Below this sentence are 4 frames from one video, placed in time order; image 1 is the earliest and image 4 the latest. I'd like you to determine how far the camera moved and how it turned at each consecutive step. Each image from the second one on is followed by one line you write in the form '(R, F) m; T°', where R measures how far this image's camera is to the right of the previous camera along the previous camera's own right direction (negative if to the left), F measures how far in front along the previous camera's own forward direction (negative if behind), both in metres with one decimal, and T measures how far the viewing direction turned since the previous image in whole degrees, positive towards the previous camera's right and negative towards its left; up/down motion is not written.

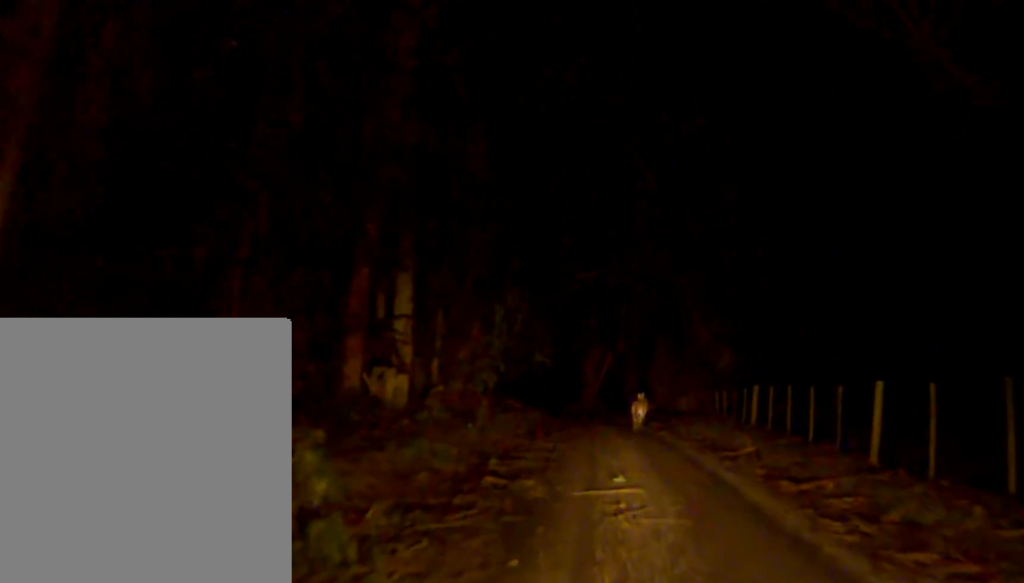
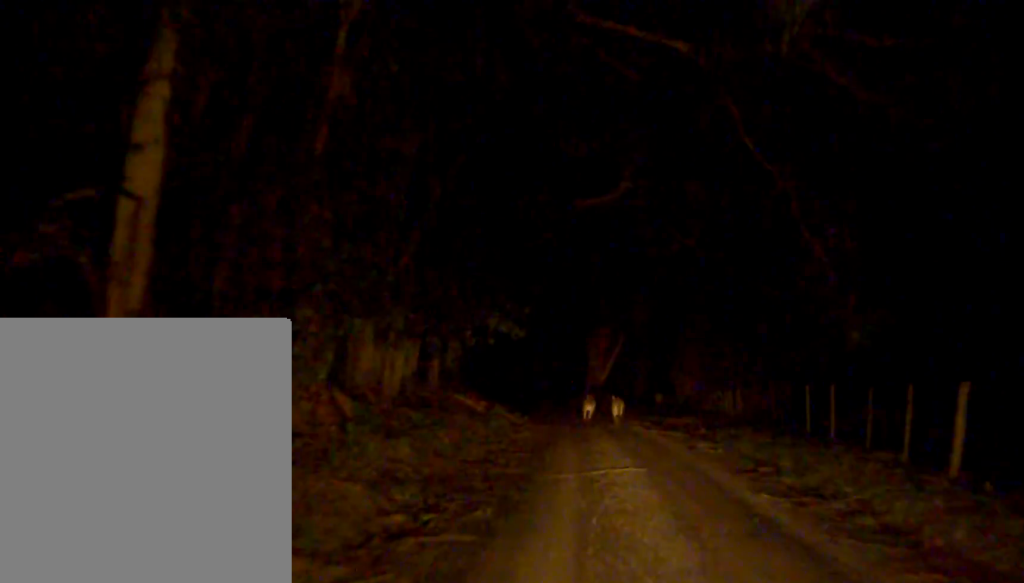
(-0.3, +10.7) m; -4°
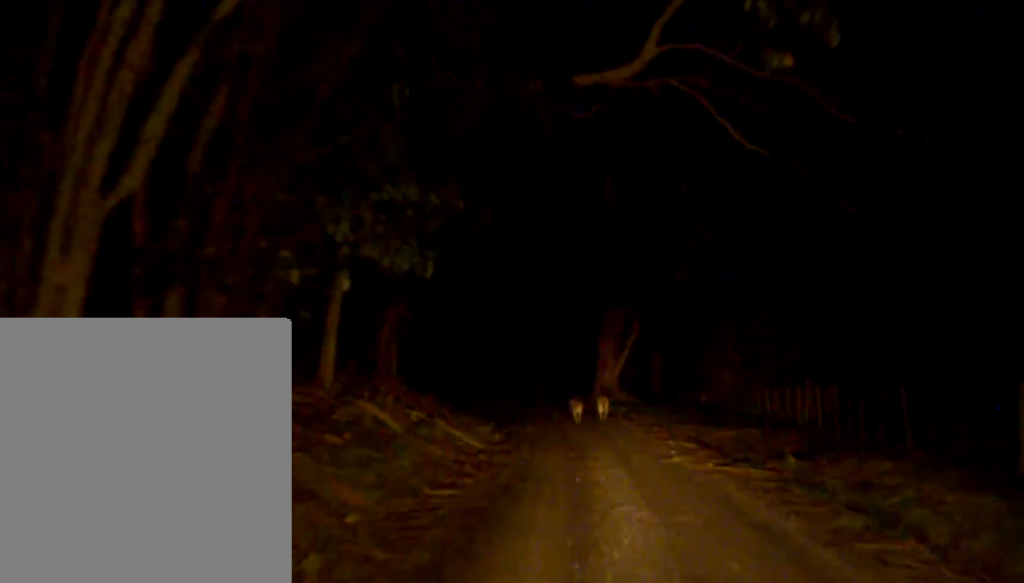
(-0.5, +9.9) m; -2°
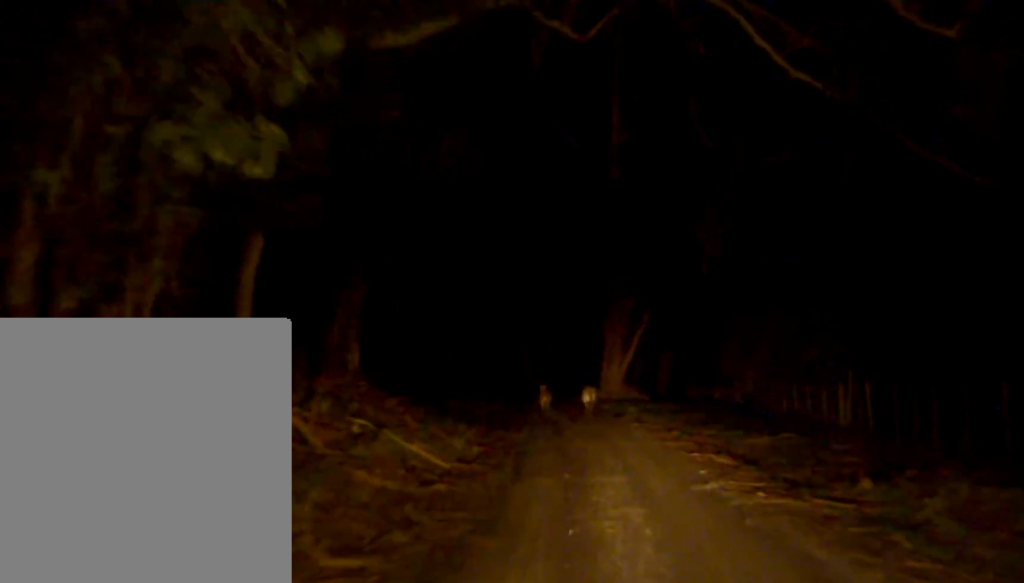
(0.0, +3.9) m; -1°
